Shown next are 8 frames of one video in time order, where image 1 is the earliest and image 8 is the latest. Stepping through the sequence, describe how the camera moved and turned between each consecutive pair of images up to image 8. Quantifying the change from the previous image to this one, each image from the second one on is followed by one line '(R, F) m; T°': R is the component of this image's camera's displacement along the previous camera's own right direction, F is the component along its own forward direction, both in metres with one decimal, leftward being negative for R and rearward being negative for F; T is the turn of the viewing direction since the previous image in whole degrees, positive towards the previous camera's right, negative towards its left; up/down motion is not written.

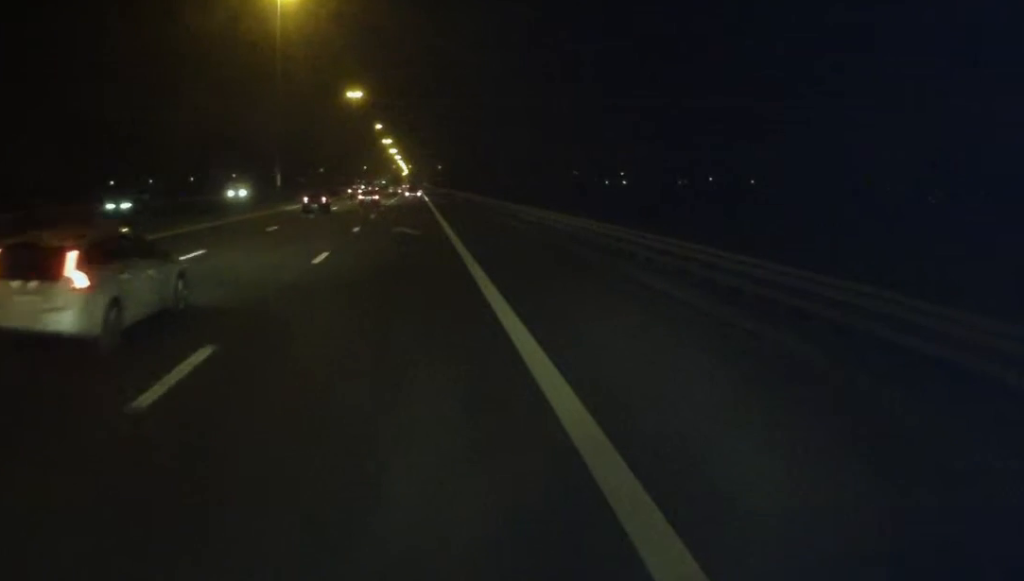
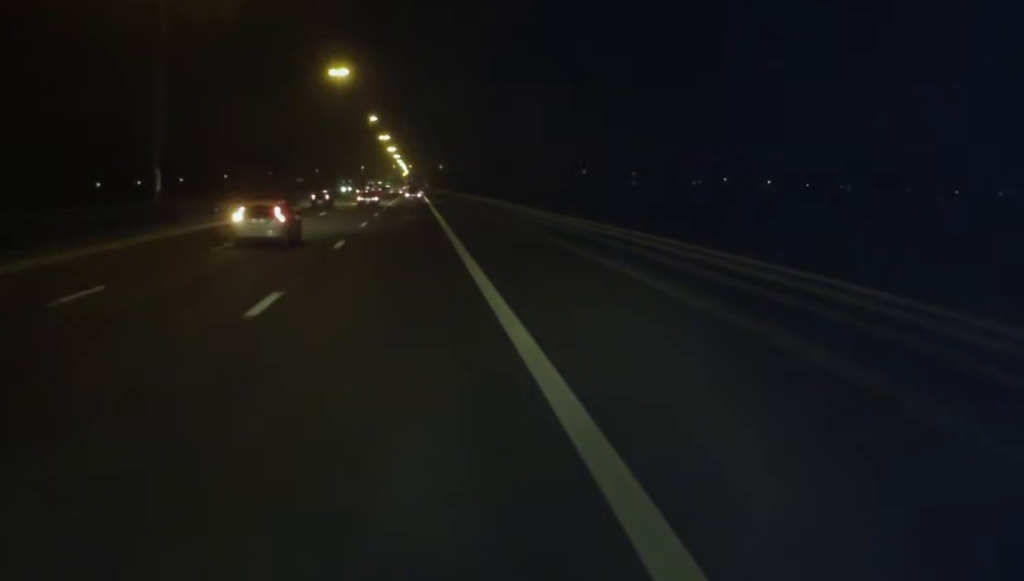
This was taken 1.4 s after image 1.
(+0.6, +32.1) m; 0°
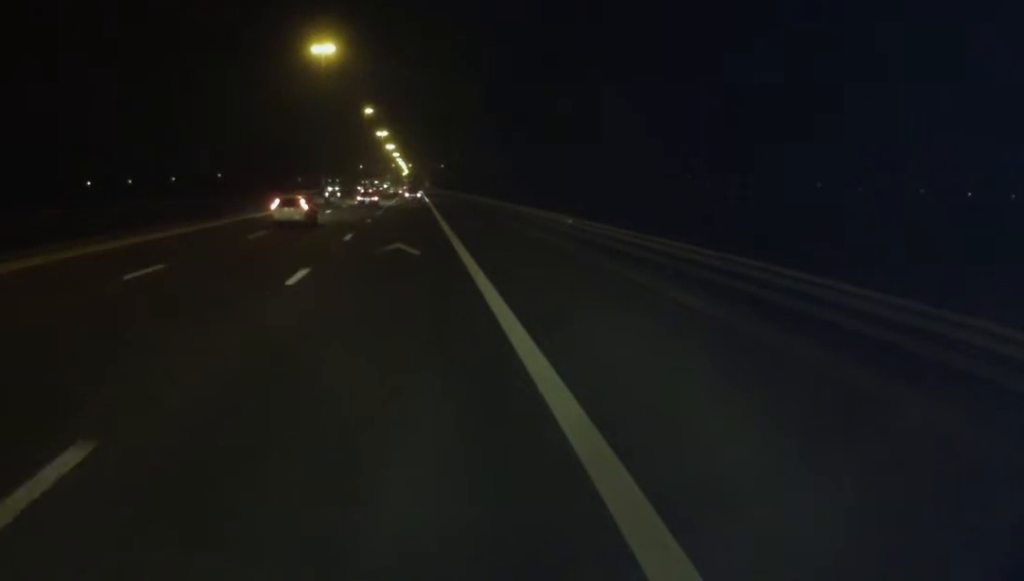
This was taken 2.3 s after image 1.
(-0.9, +21.1) m; -1°
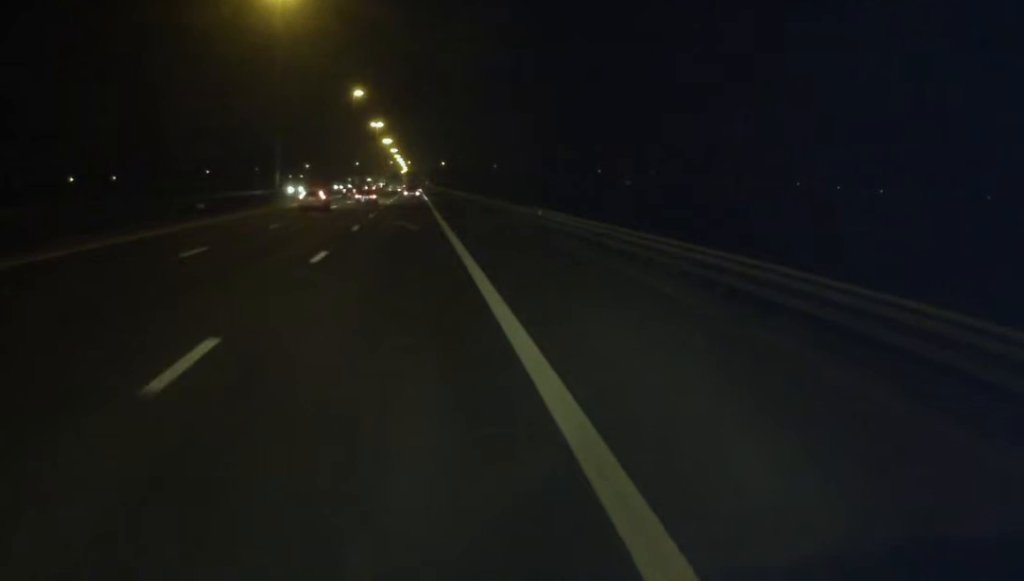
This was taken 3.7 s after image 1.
(+0.4, +32.8) m; +1°
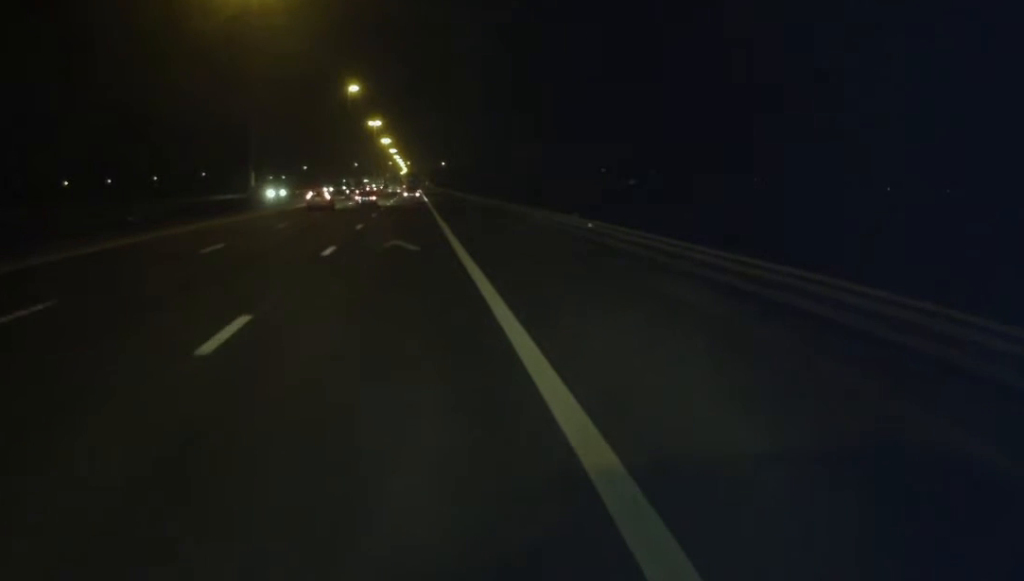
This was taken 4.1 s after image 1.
(0.0, +10.2) m; 0°
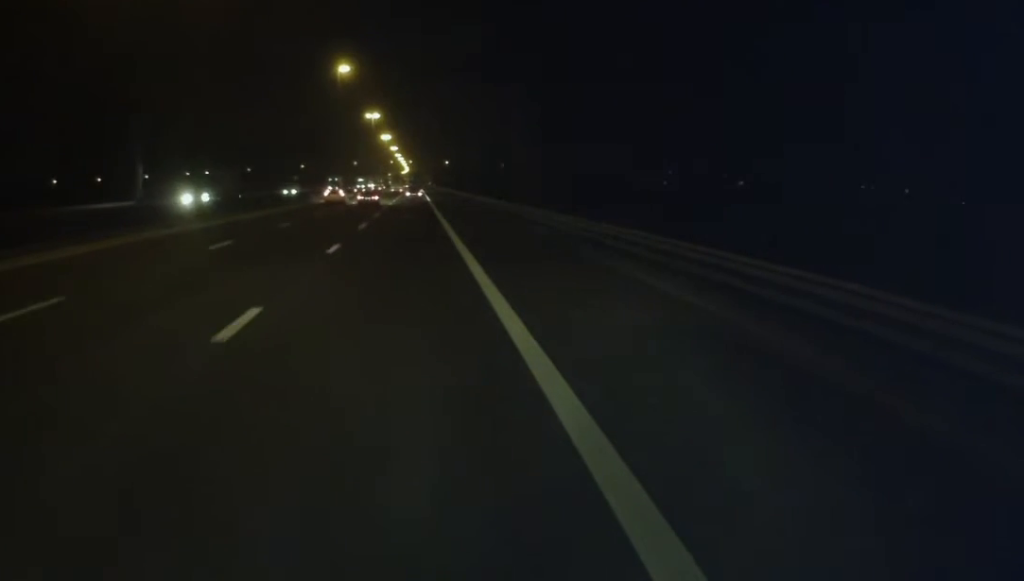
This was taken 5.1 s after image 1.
(+0.1, +24.3) m; 0°
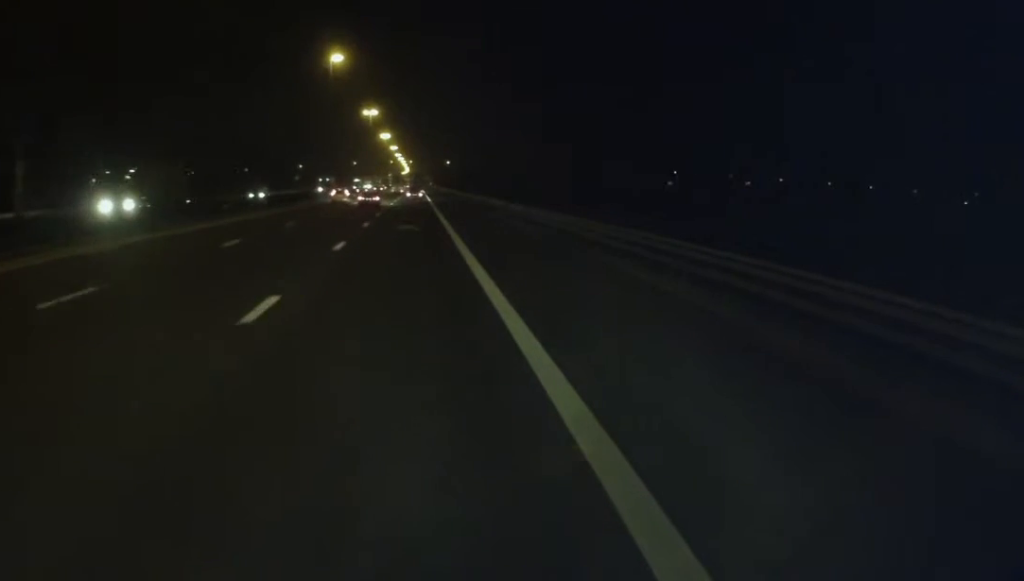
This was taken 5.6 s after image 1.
(0.0, +11.0) m; 0°
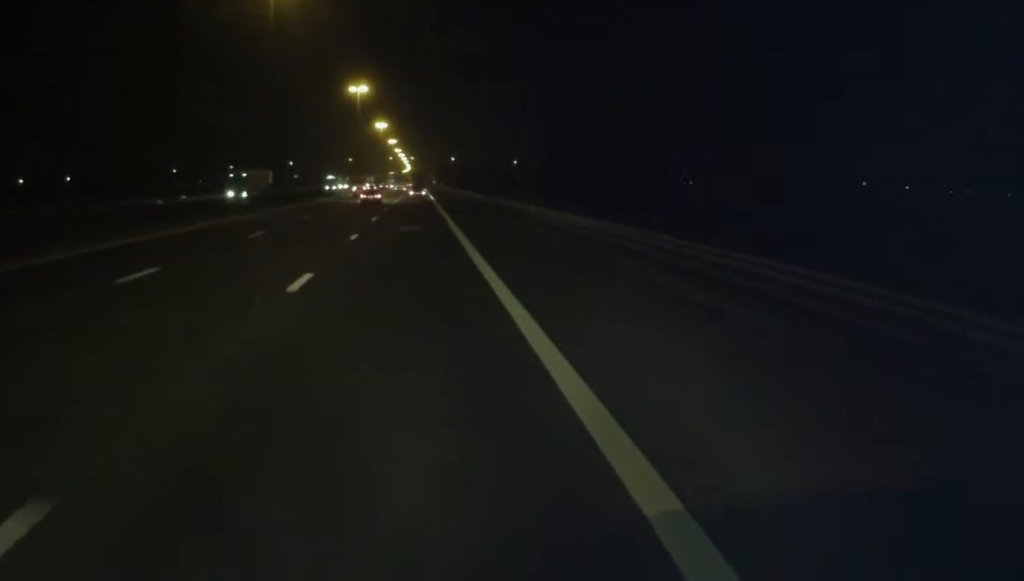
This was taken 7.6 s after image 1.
(0.0, +46.2) m; 0°
